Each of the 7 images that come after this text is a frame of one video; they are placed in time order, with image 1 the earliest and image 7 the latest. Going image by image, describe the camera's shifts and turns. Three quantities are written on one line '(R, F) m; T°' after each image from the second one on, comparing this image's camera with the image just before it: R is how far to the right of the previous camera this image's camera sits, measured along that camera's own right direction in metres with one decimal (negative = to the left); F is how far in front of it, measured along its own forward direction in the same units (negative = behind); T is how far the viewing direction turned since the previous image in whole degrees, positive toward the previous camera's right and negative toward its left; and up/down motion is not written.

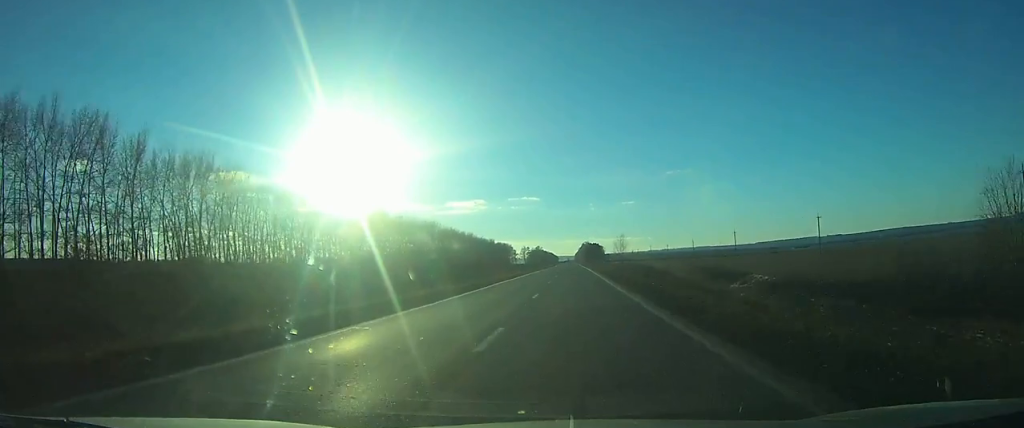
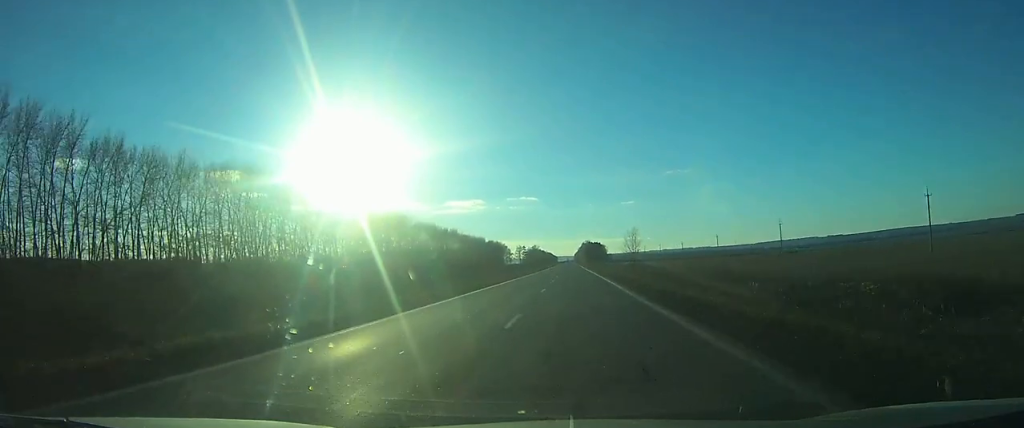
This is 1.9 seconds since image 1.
(+0.1, +43.8) m; 0°
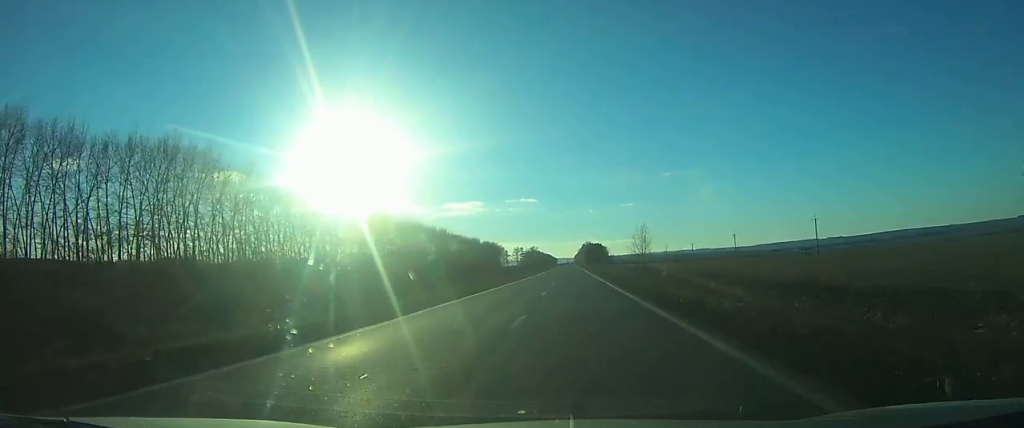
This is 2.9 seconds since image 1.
(+0.2, +22.3) m; 0°
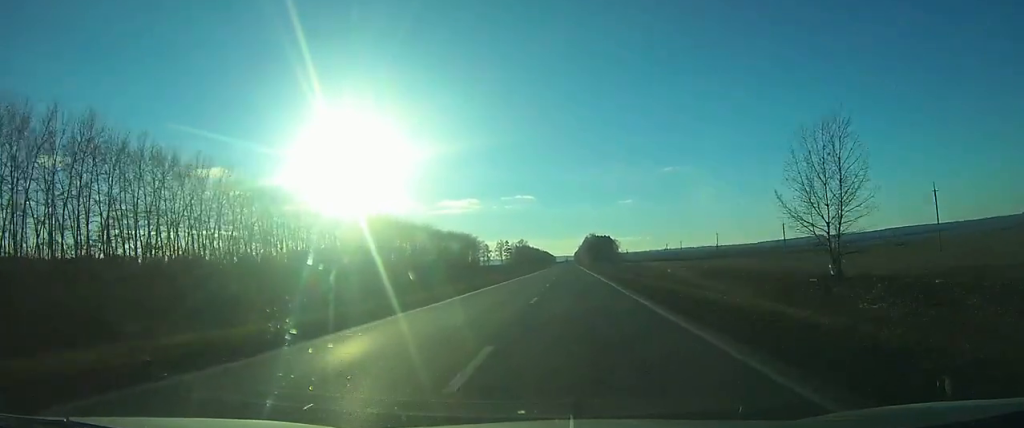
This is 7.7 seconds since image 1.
(-0.9, +112.3) m; 0°
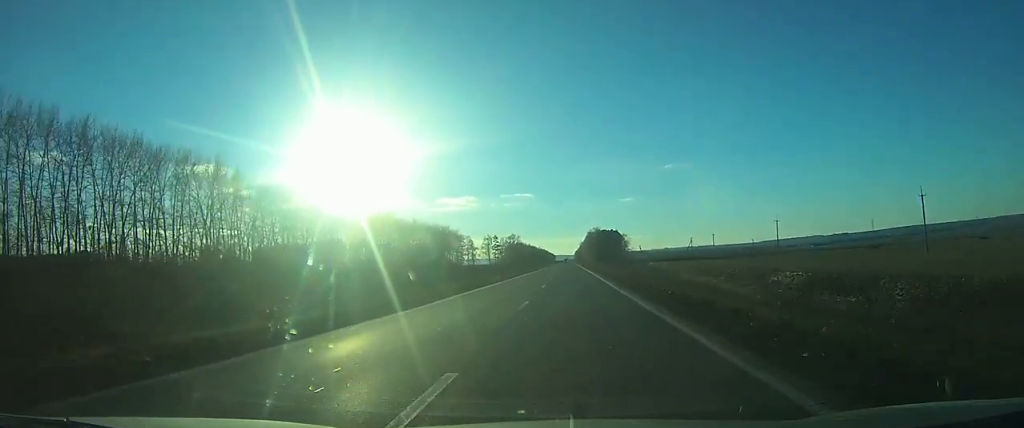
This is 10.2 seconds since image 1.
(+0.1, +62.4) m; 0°
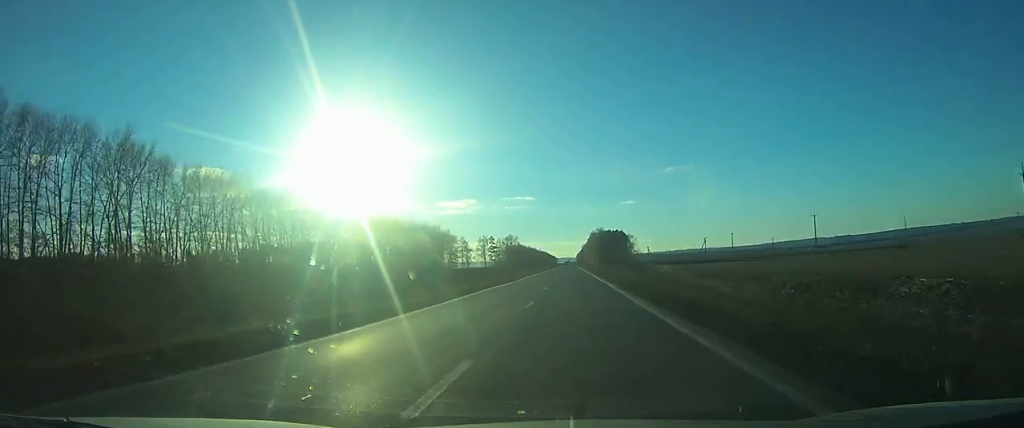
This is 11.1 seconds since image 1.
(-0.1, +22.5) m; 0°
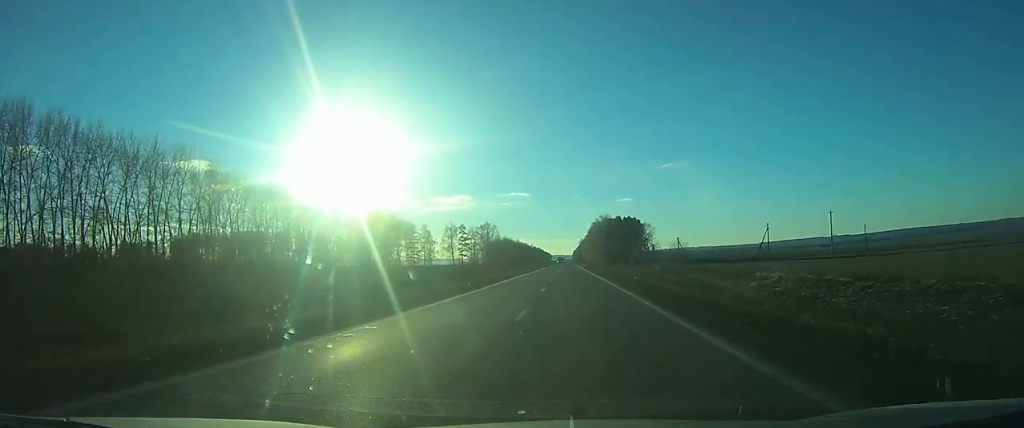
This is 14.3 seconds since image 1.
(+0.1, +72.6) m; 0°
